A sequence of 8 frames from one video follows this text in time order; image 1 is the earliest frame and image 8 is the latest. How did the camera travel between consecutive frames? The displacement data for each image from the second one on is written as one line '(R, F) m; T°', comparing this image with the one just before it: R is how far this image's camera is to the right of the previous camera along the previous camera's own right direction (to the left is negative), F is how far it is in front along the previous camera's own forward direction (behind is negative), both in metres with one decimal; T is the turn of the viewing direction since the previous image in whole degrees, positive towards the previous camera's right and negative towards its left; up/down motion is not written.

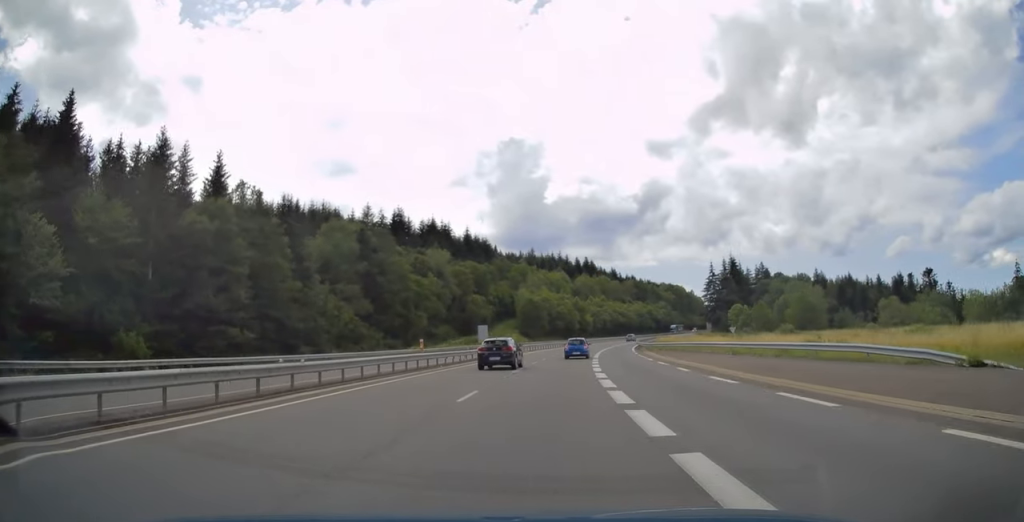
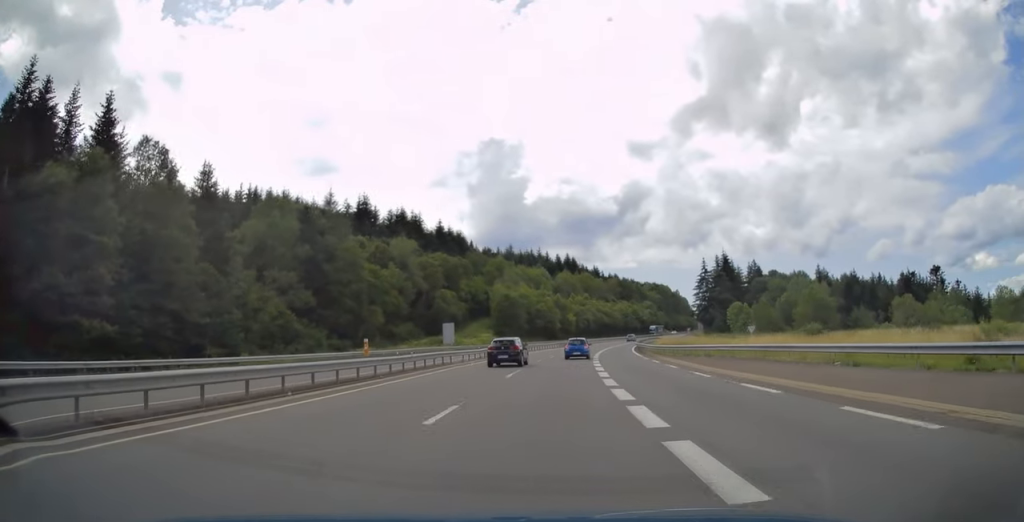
(+0.2, +14.7) m; +2°
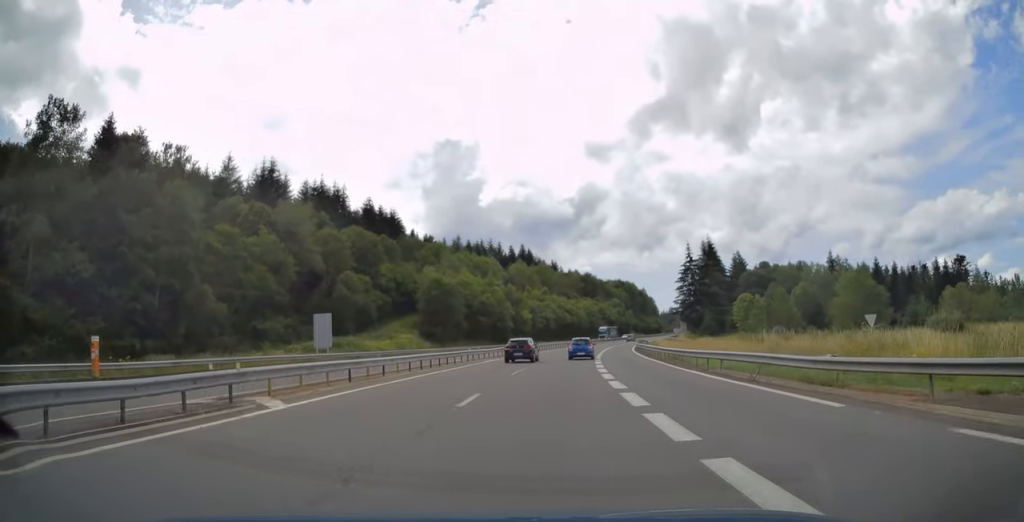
(+1.3, +32.7) m; +5°
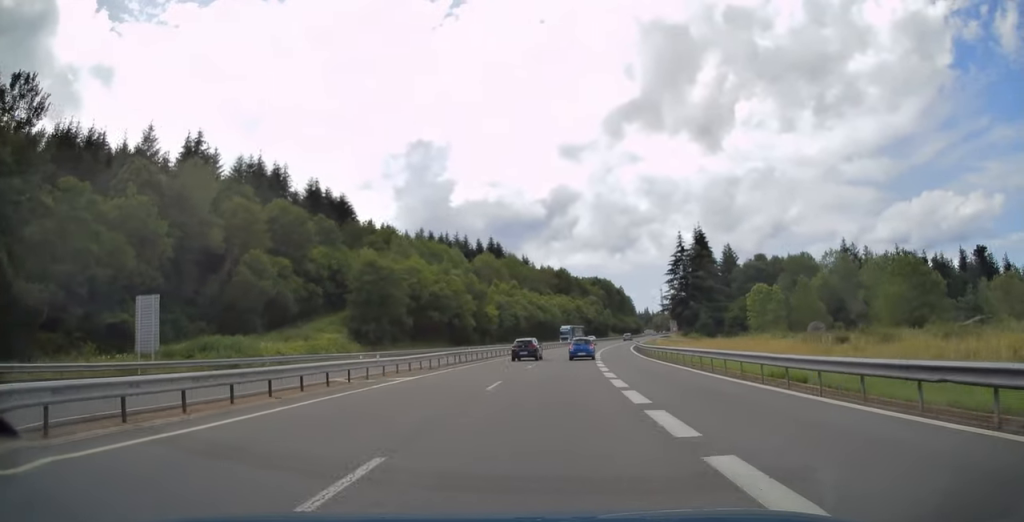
(+0.4, +20.3) m; +3°
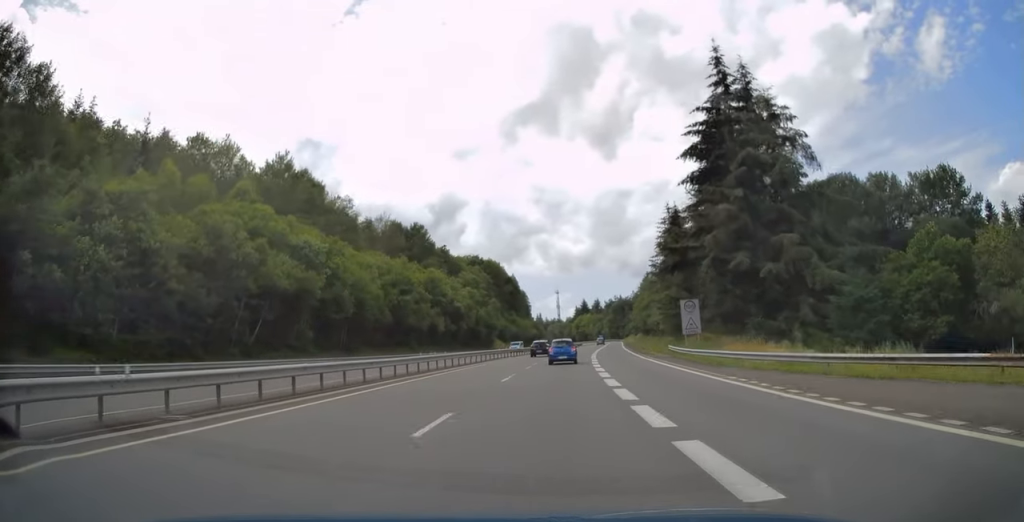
(+9.9, +95.6) m; +11°
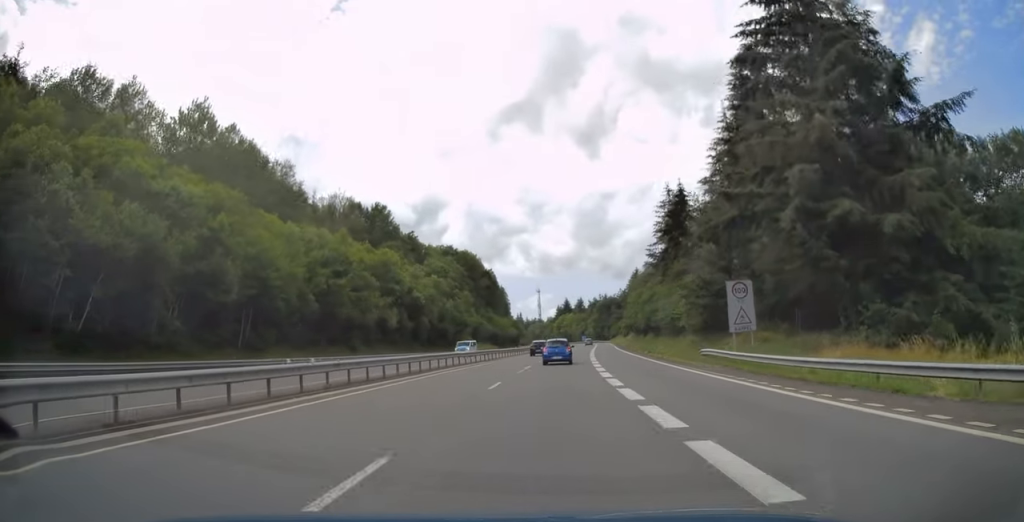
(0.0, +17.3) m; +1°
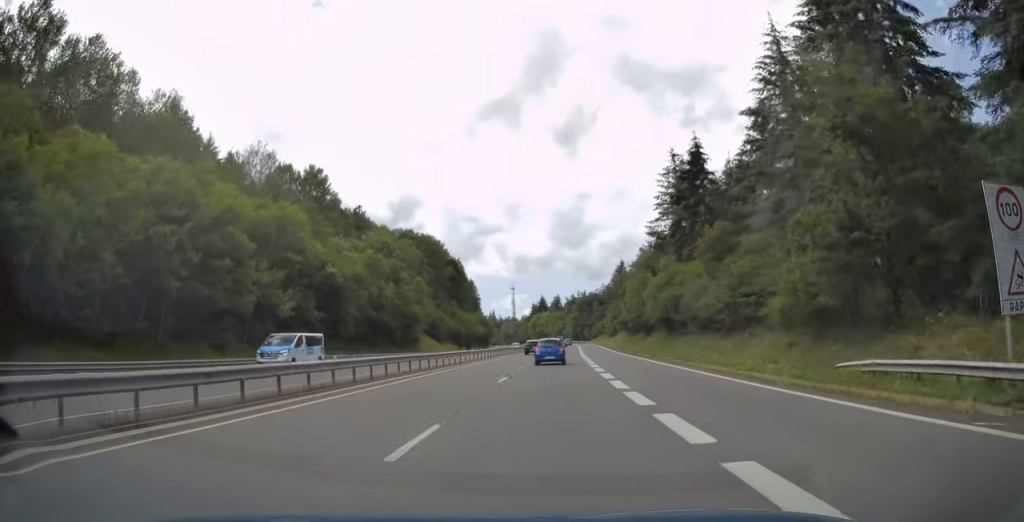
(+0.6, +23.0) m; +2°
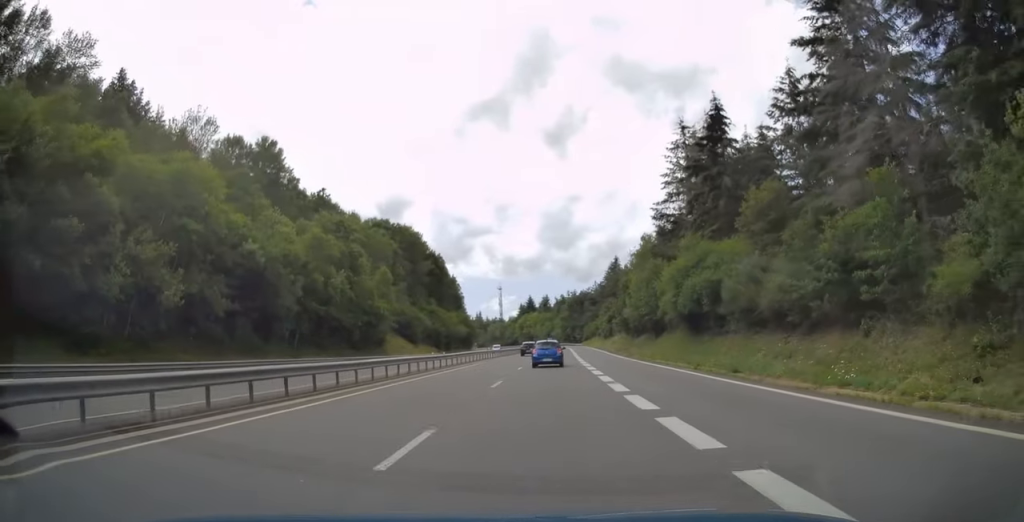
(0.0, +13.3) m; +1°
